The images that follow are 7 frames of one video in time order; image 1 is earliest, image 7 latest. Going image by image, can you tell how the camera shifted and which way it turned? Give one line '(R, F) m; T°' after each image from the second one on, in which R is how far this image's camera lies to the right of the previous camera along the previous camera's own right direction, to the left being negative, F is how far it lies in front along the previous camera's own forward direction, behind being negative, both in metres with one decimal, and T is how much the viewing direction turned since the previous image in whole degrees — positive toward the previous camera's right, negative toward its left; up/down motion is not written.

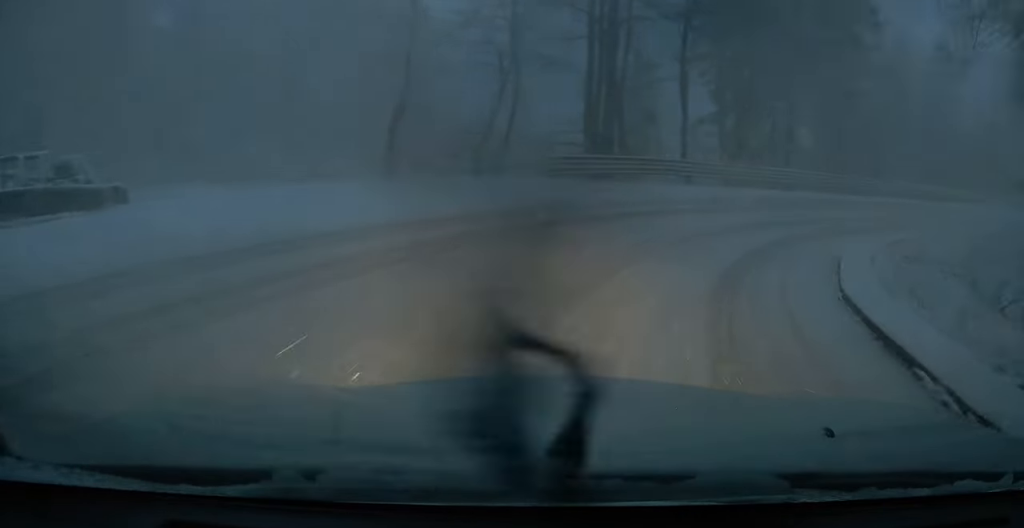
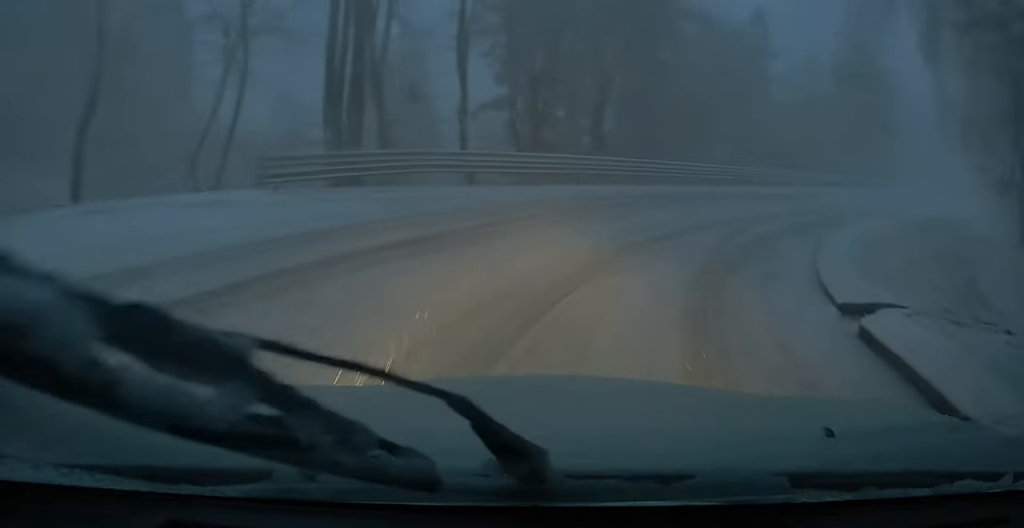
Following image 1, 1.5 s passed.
(+3.2, +7.5) m; +32°
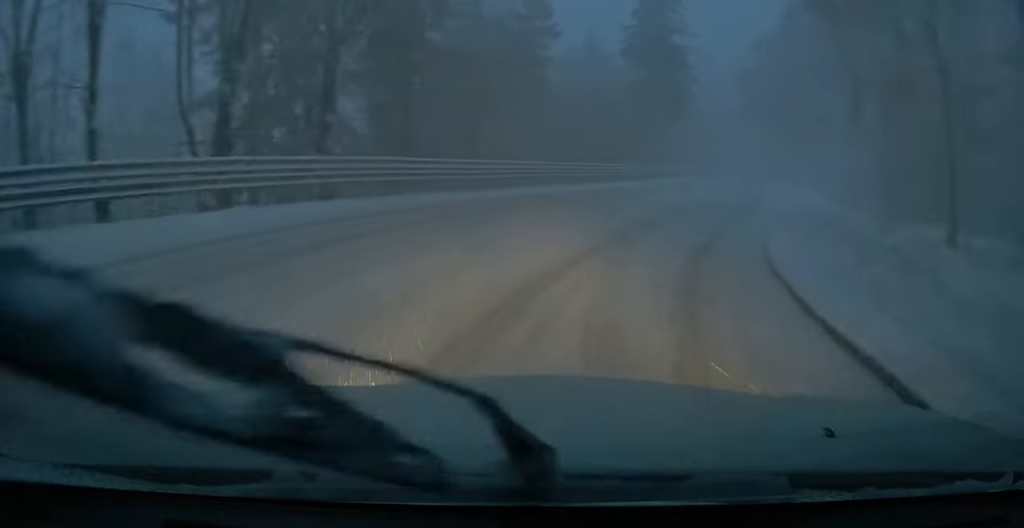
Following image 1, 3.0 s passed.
(+1.3, +9.9) m; +12°
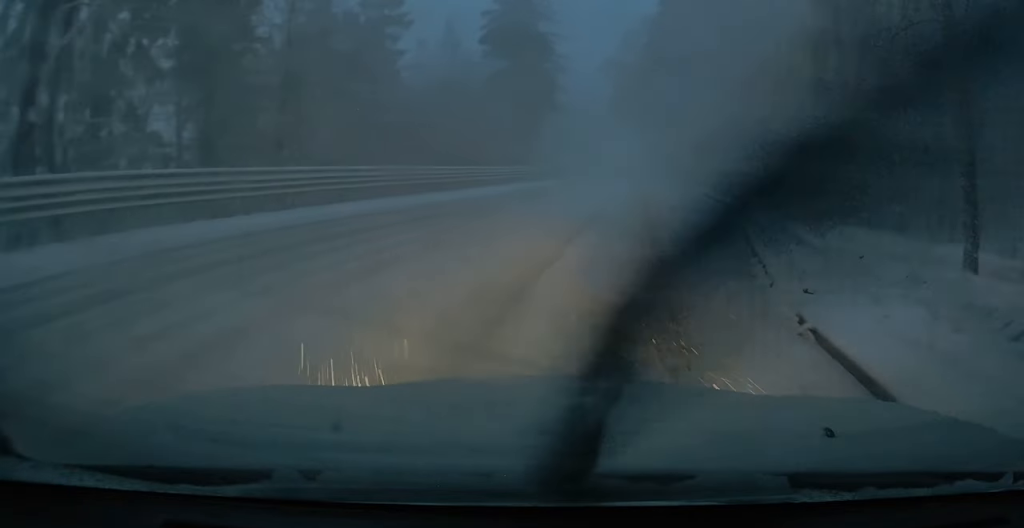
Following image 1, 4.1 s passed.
(+0.4, +7.8) m; +10°
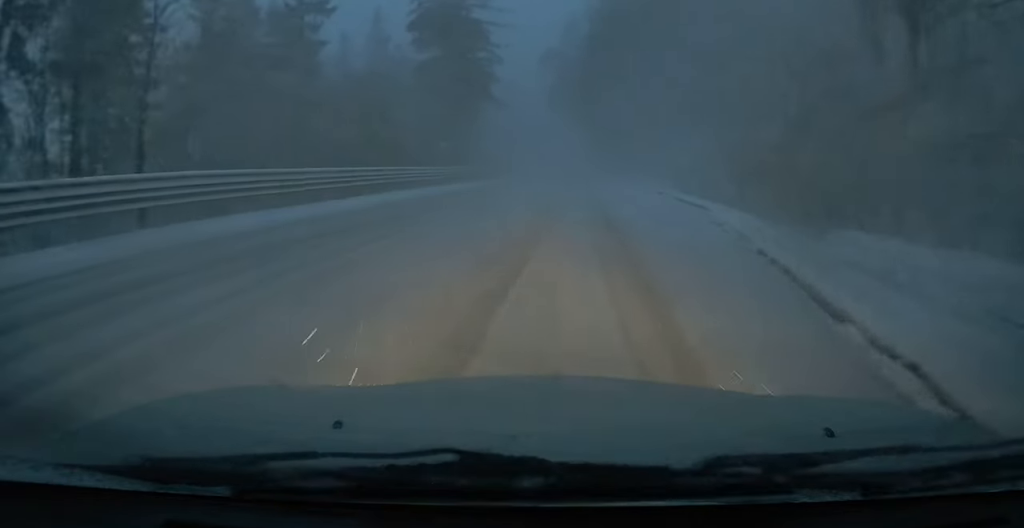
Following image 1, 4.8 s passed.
(+0.5, +5.3) m; +8°
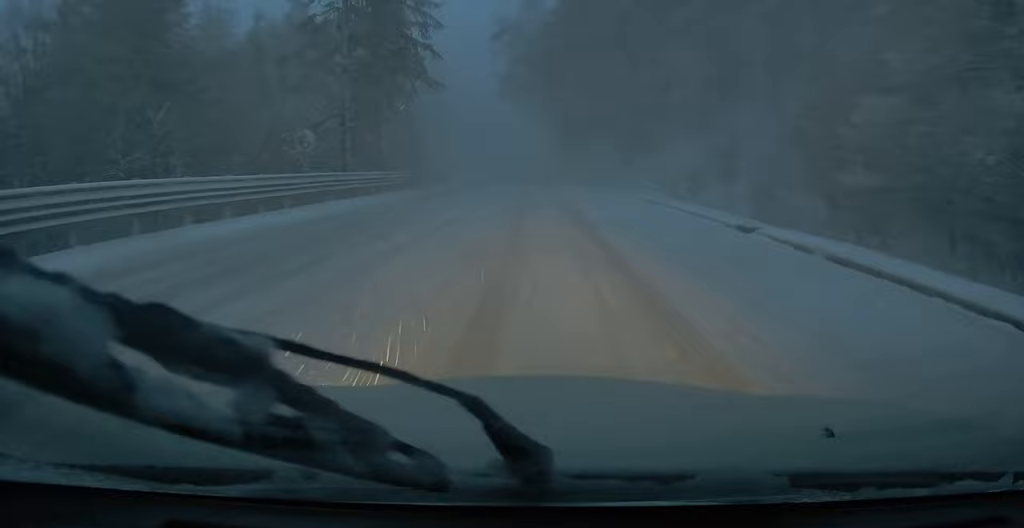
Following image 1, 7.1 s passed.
(+0.6, +17.5) m; 0°
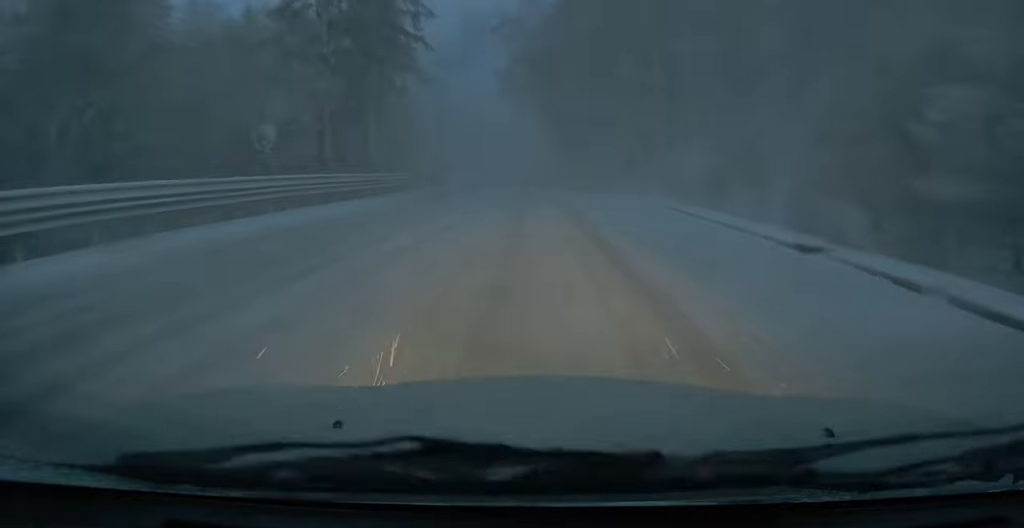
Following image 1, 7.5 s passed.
(0.0, +3.6) m; +1°
